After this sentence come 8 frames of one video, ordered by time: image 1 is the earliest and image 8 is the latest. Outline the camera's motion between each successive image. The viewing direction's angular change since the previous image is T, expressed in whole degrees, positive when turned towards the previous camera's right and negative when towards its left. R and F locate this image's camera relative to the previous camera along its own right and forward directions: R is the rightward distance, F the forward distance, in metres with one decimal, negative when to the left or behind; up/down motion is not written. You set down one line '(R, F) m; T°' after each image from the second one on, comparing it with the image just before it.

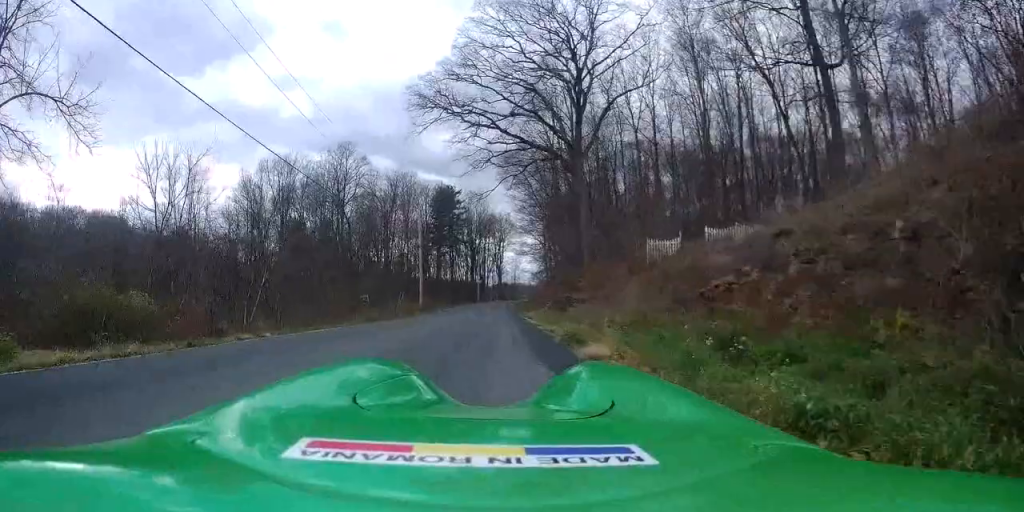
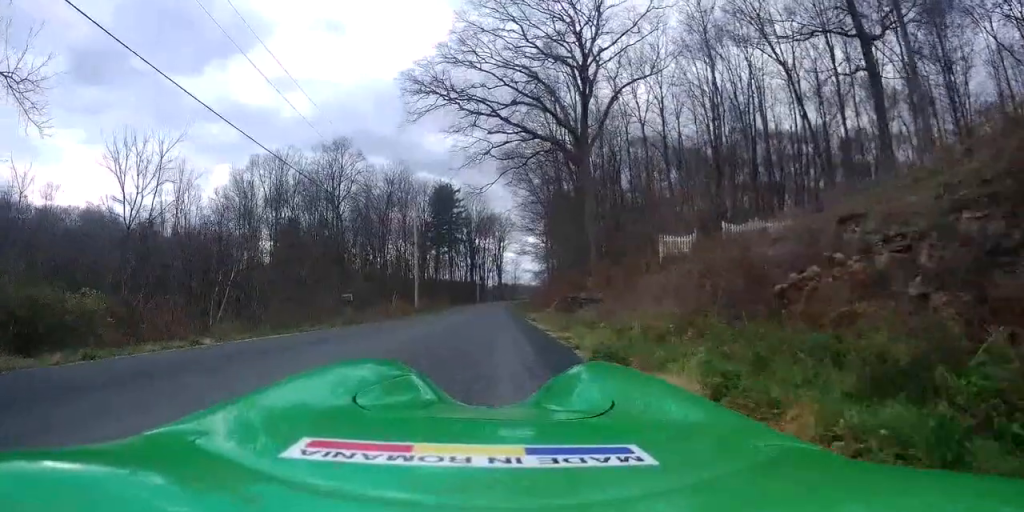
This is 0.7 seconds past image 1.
(+0.1, +3.3) m; +3°
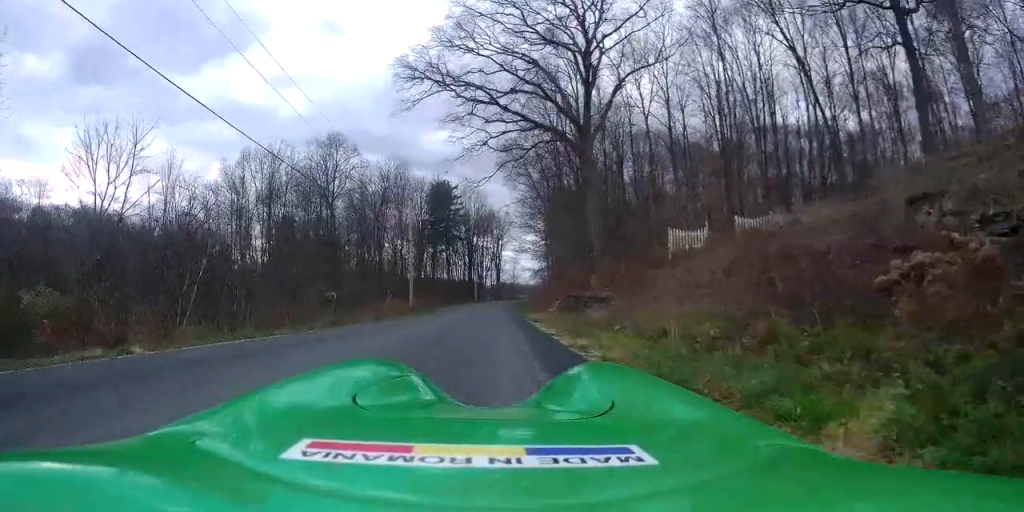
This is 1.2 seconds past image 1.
(+0.2, +2.5) m; +4°
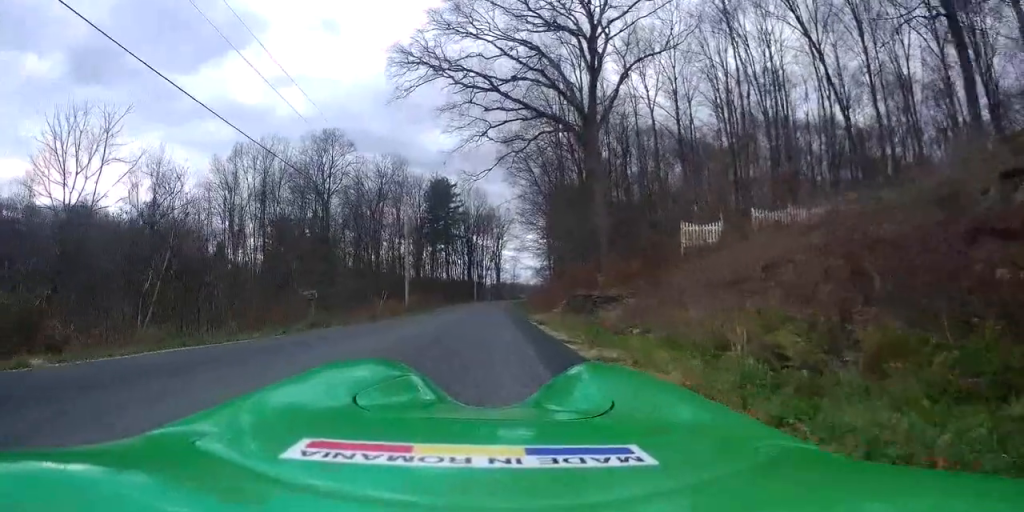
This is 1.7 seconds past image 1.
(0.0, +2.6) m; 0°
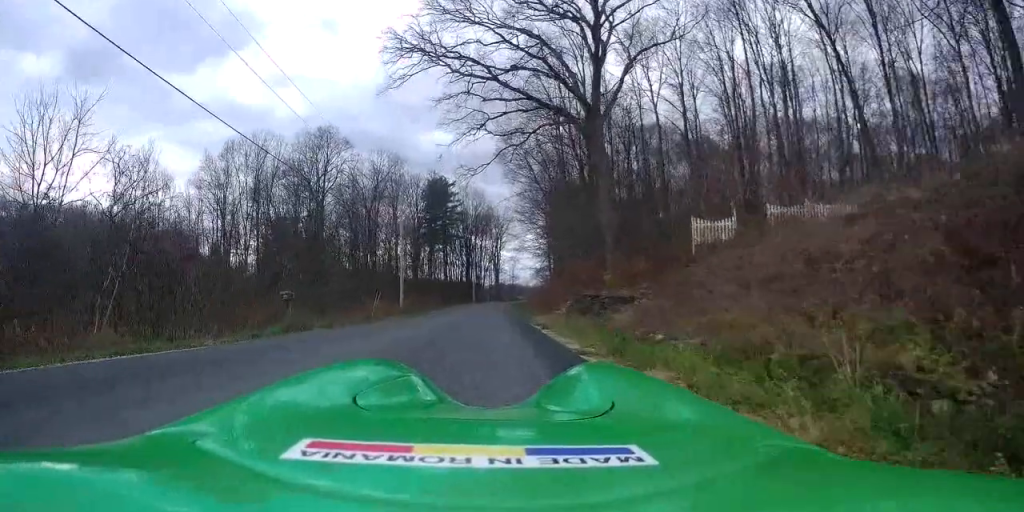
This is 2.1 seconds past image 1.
(0.0, +2.4) m; -1°
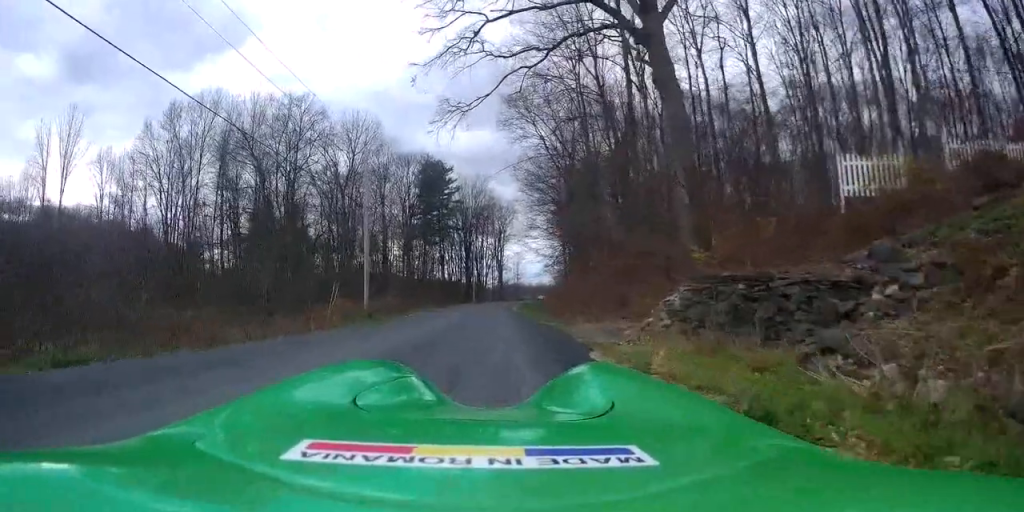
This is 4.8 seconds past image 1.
(-1.0, +13.7) m; +3°
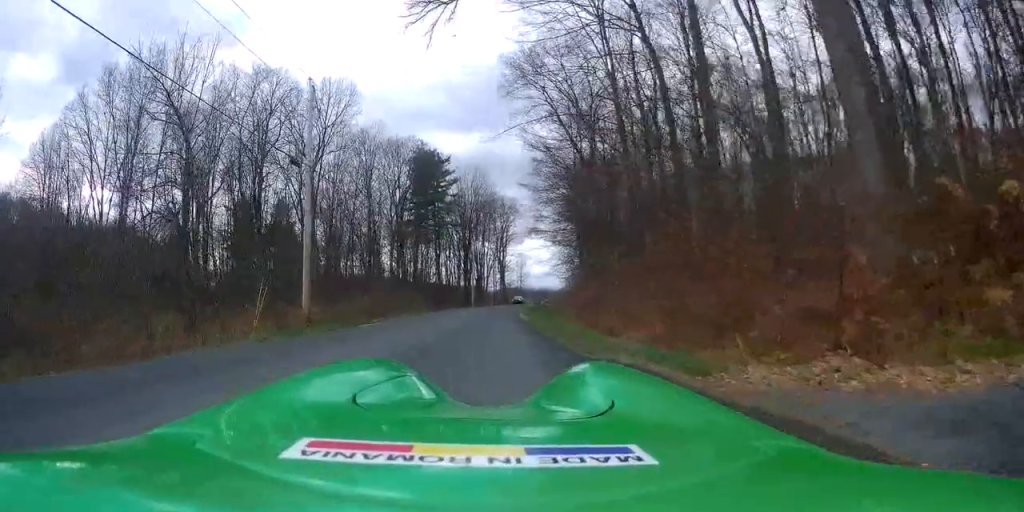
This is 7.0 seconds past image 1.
(0.0, +13.2) m; -6°
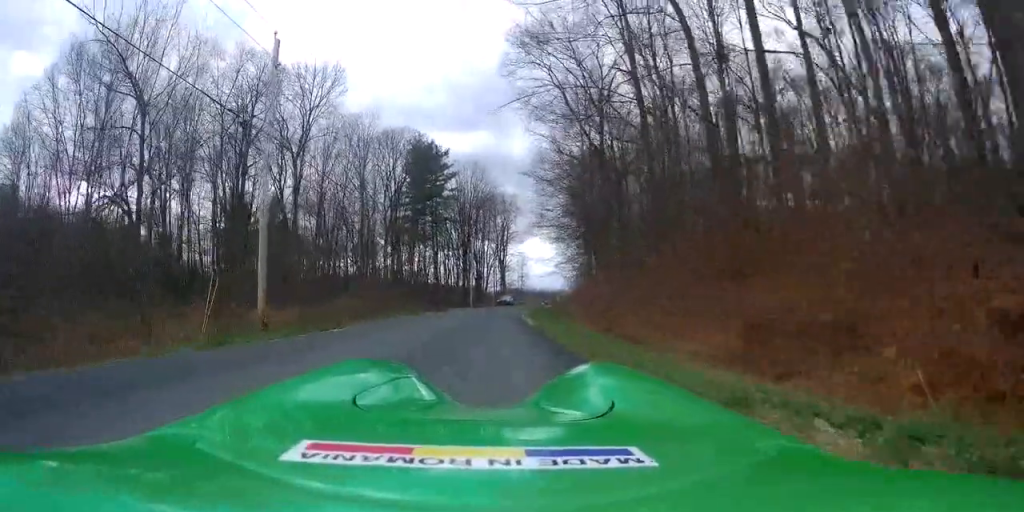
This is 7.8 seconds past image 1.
(-0.1, +5.0) m; 0°
